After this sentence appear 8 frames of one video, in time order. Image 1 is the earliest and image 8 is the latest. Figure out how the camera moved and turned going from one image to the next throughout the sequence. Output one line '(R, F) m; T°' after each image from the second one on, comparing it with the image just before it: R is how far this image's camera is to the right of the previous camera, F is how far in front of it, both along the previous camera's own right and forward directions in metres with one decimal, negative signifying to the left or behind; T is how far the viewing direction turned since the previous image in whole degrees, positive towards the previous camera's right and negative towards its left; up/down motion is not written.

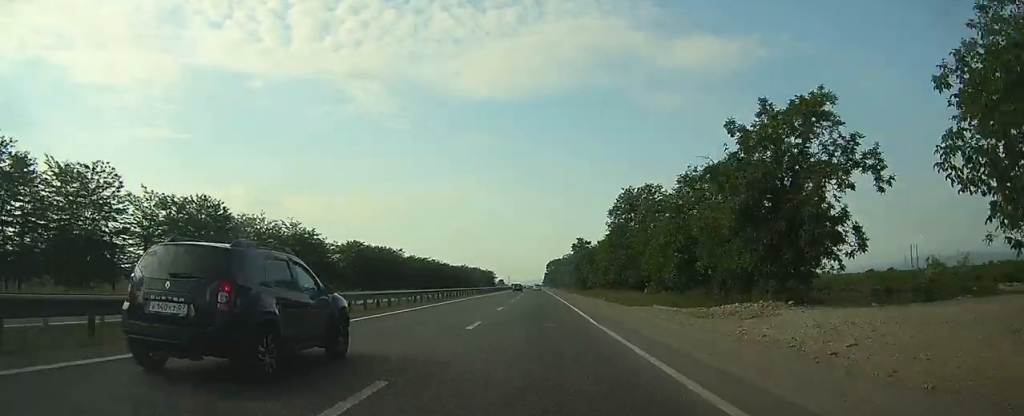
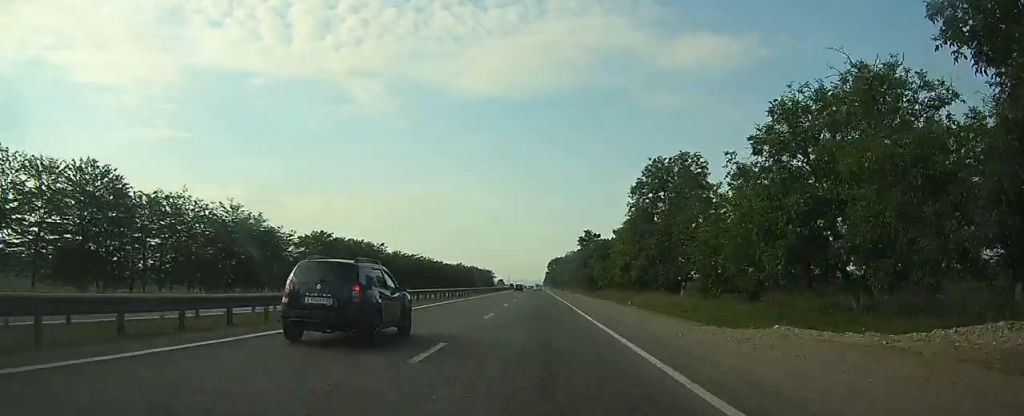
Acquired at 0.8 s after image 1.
(0.0, +19.1) m; 0°
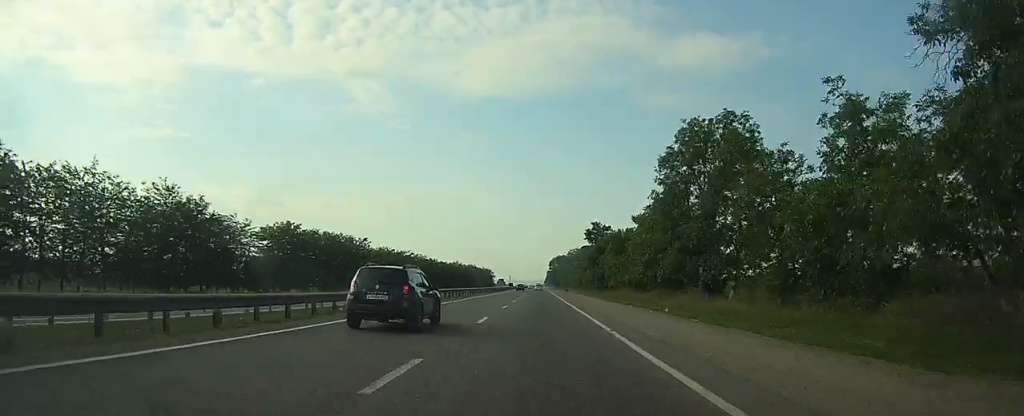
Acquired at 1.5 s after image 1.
(0.0, +14.6) m; 0°
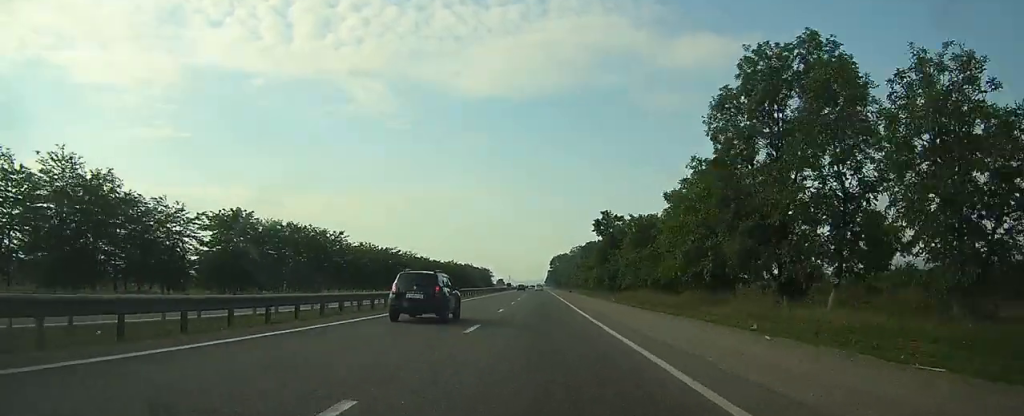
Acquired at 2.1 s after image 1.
(0.0, +15.4) m; 0°
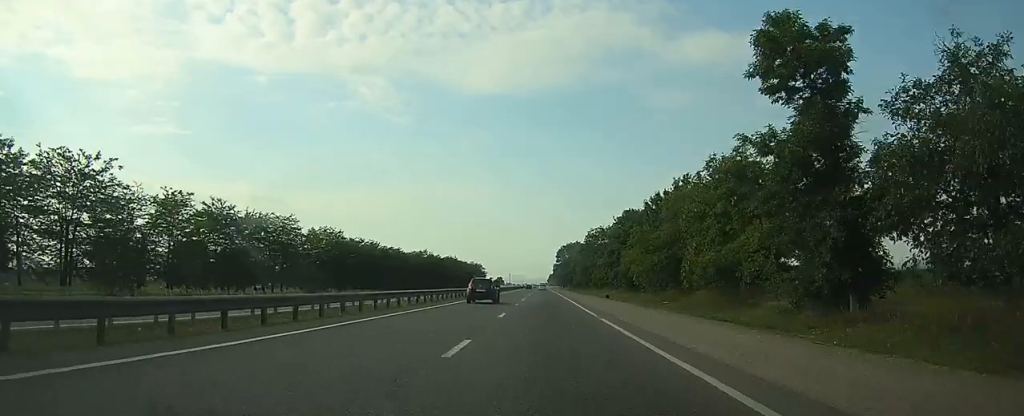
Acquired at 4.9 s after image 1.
(-0.1, +64.8) m; 0°
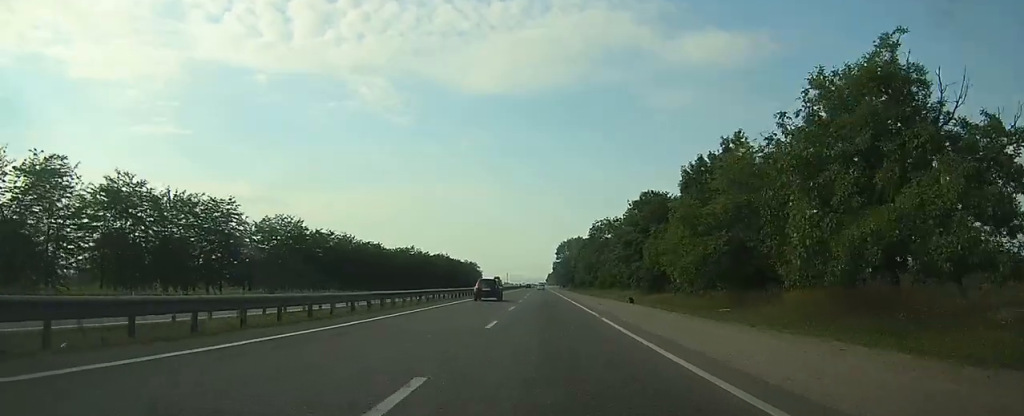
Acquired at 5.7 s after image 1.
(-0.1, +17.1) m; 0°
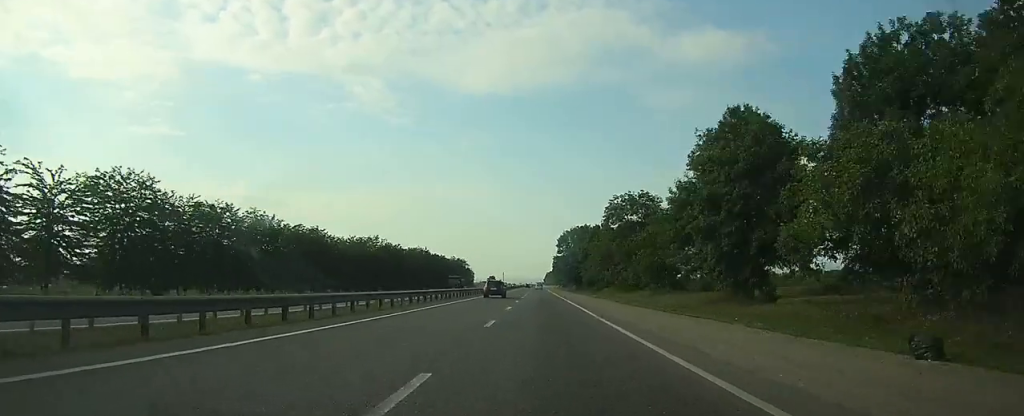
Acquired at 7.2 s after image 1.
(0.0, +35.6) m; 0°
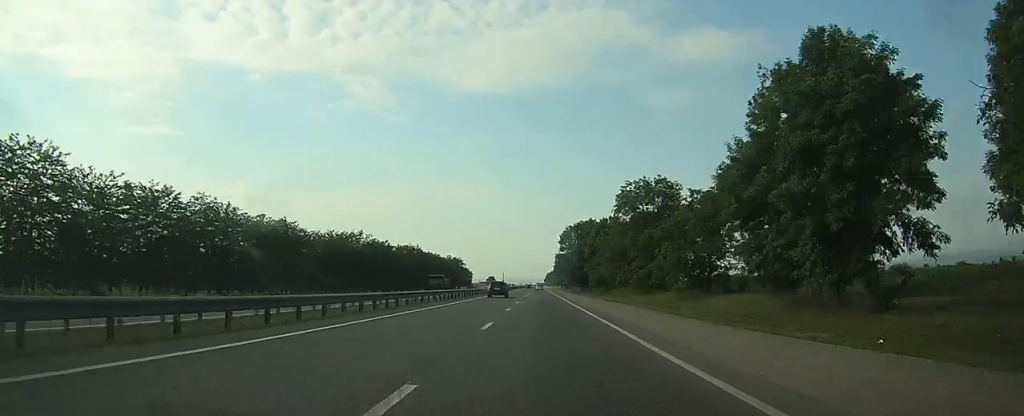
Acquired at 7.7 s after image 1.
(0.0, +12.8) m; 0°
